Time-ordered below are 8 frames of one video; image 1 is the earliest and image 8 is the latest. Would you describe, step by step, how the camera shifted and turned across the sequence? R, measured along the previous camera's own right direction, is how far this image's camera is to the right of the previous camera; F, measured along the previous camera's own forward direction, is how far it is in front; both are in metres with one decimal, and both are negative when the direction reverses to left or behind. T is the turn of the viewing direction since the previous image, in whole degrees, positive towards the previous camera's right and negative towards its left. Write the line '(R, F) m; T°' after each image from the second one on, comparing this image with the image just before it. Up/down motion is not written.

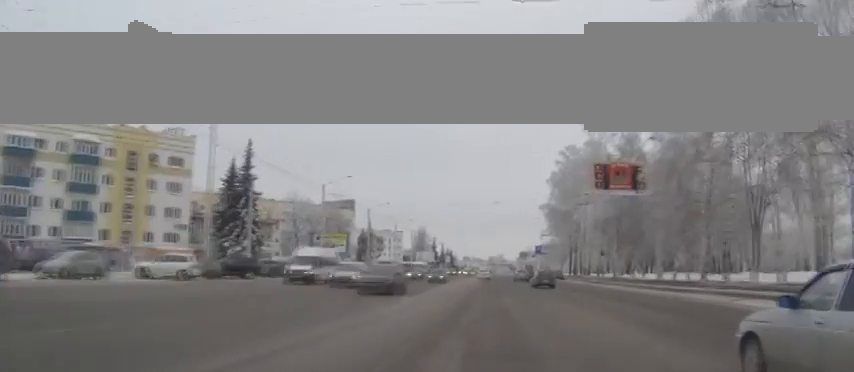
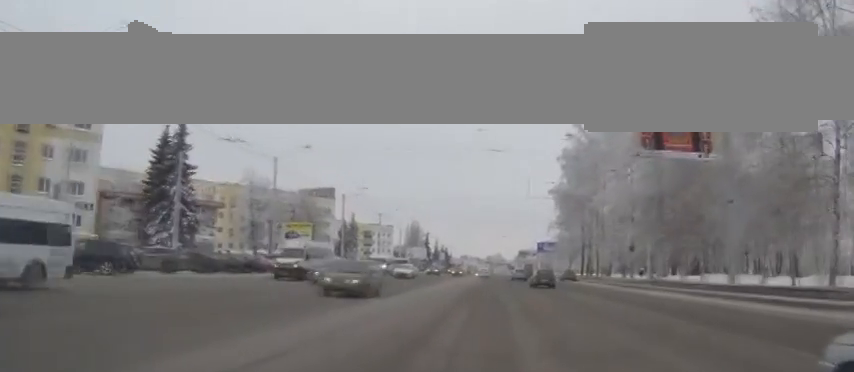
(0.0, +16.8) m; 0°
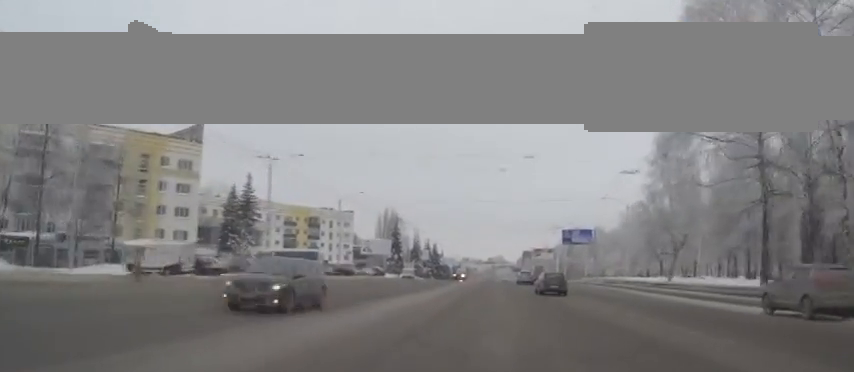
(-0.6, +58.9) m; +2°
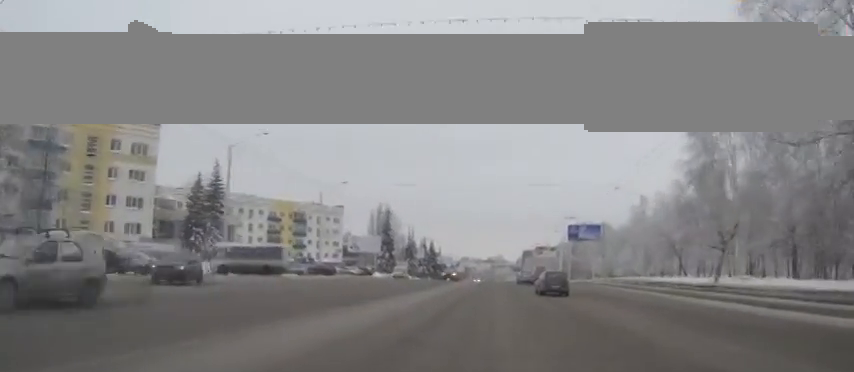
(+0.6, +8.9) m; +1°
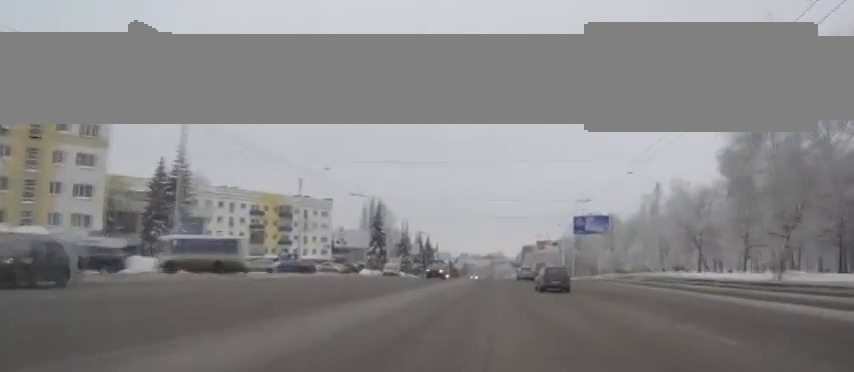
(-0.4, +8.1) m; -1°
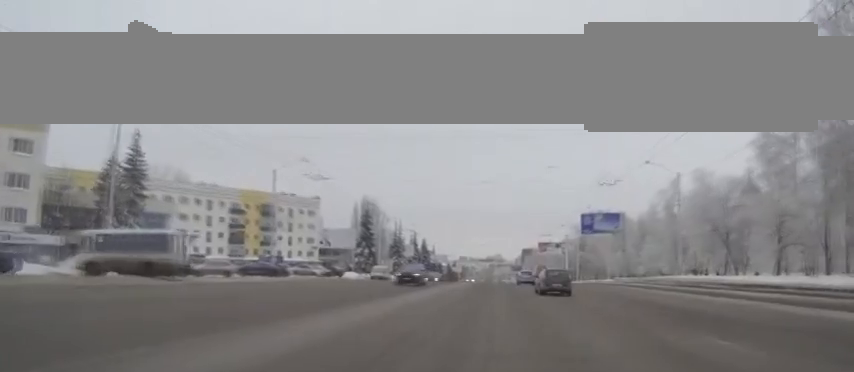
(-0.2, +8.8) m; -1°
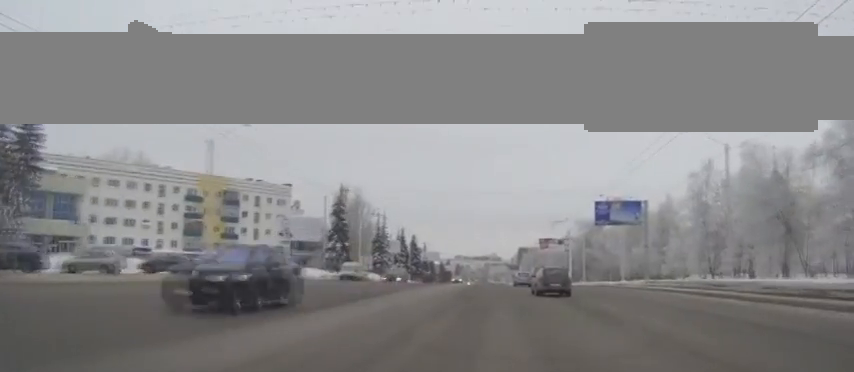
(-0.1, +14.1) m; 0°
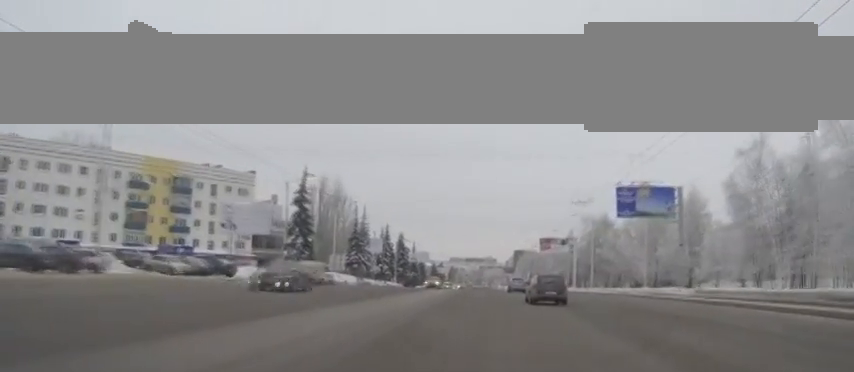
(0.0, +14.4) m; -2°
